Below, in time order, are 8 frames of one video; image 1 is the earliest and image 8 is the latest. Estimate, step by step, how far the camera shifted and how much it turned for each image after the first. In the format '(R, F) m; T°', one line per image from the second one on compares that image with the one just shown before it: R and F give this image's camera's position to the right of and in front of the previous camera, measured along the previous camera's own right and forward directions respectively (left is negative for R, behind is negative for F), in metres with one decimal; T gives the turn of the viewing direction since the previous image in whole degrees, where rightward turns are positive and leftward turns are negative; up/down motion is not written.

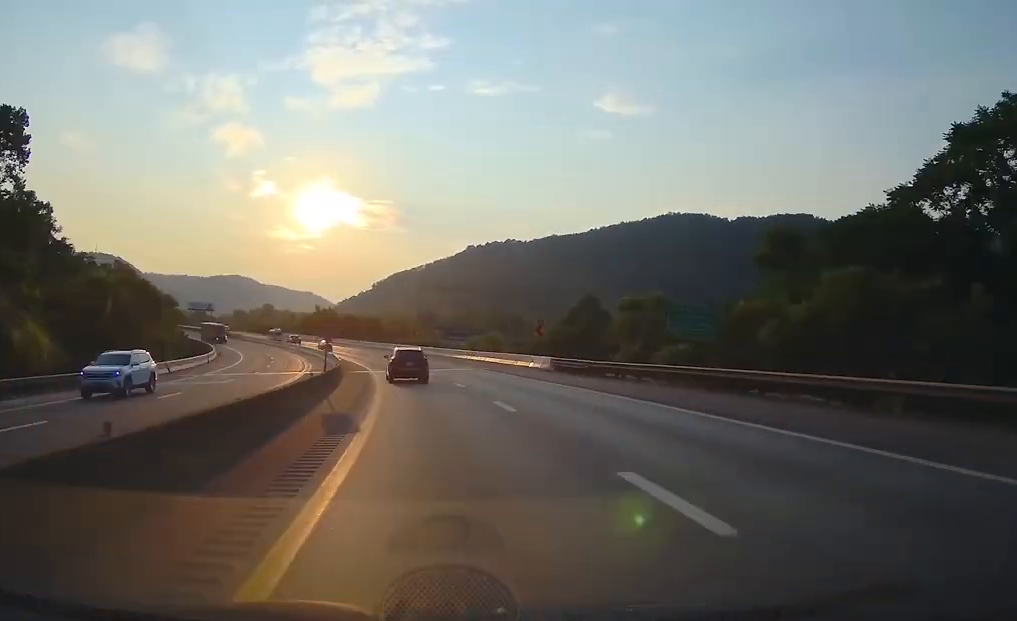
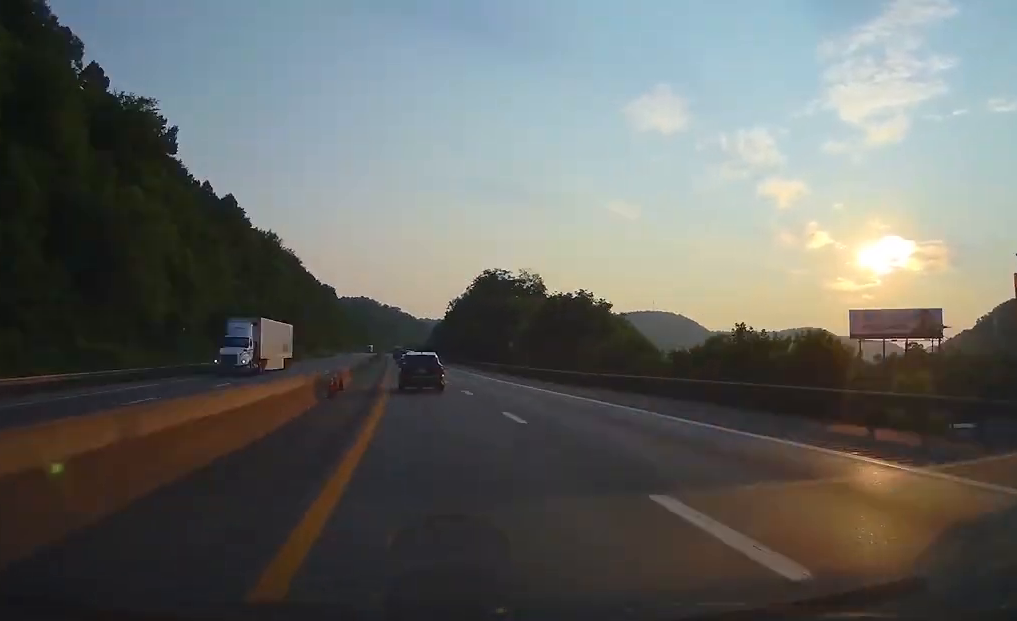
(-101.8, +254.9) m; -37°
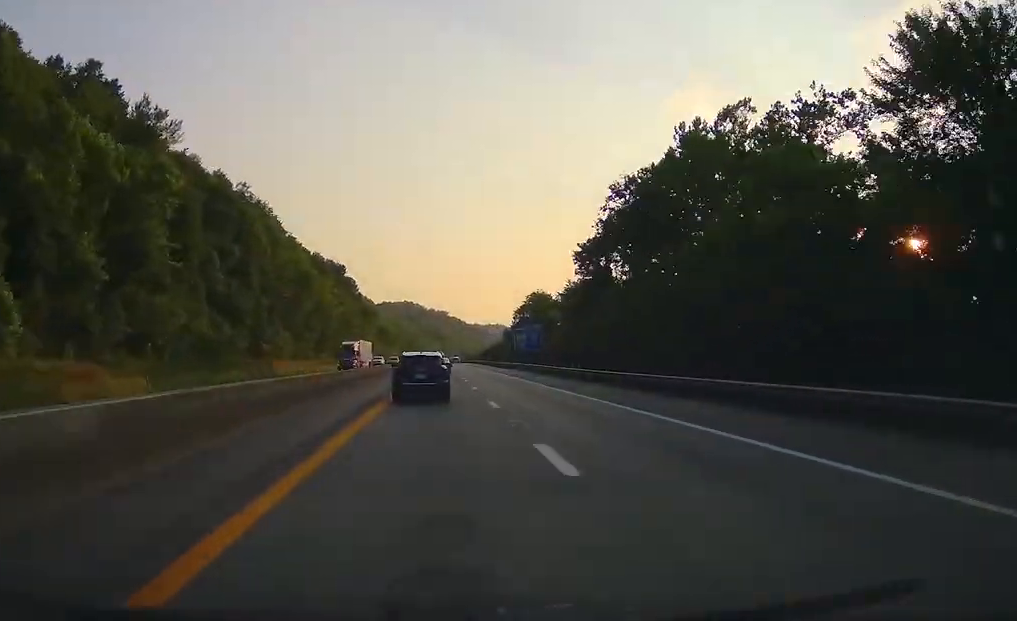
(-8.7, +131.1) m; -4°
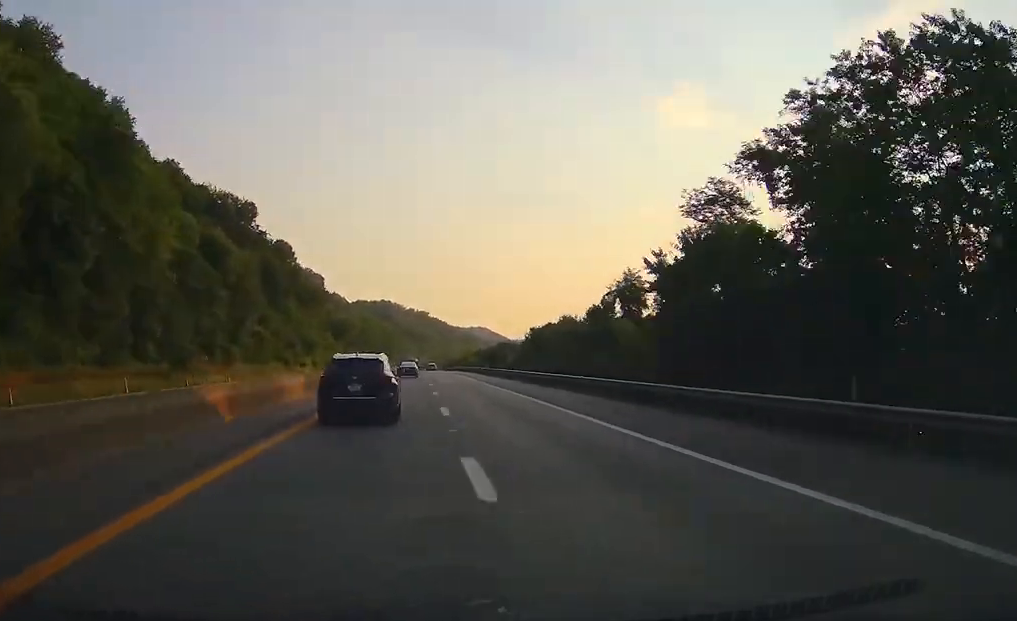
(+0.5, +103.5) m; 0°
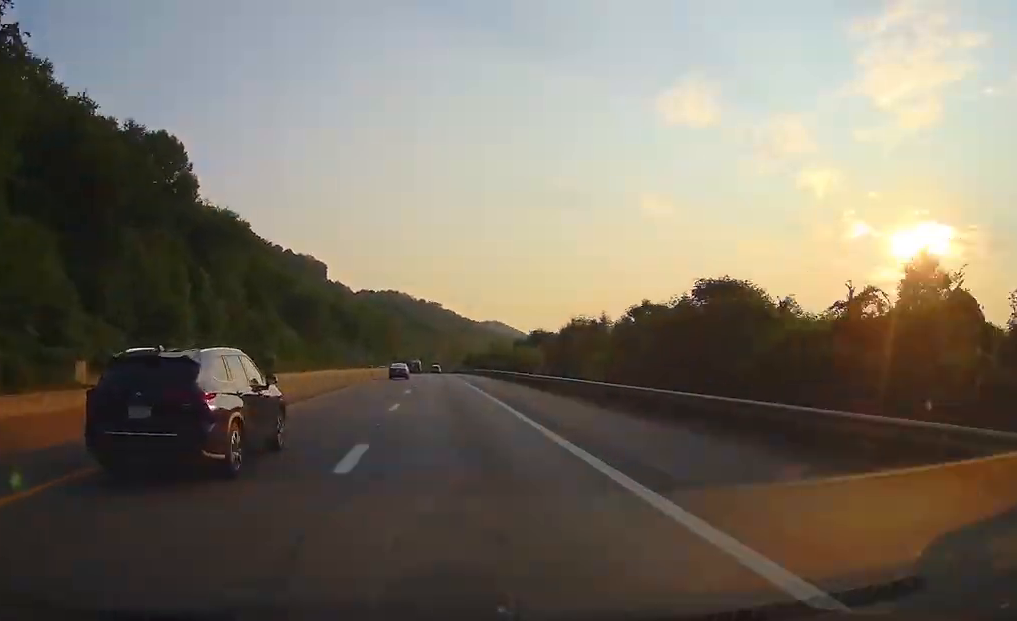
(+0.1, +100.5) m; 0°
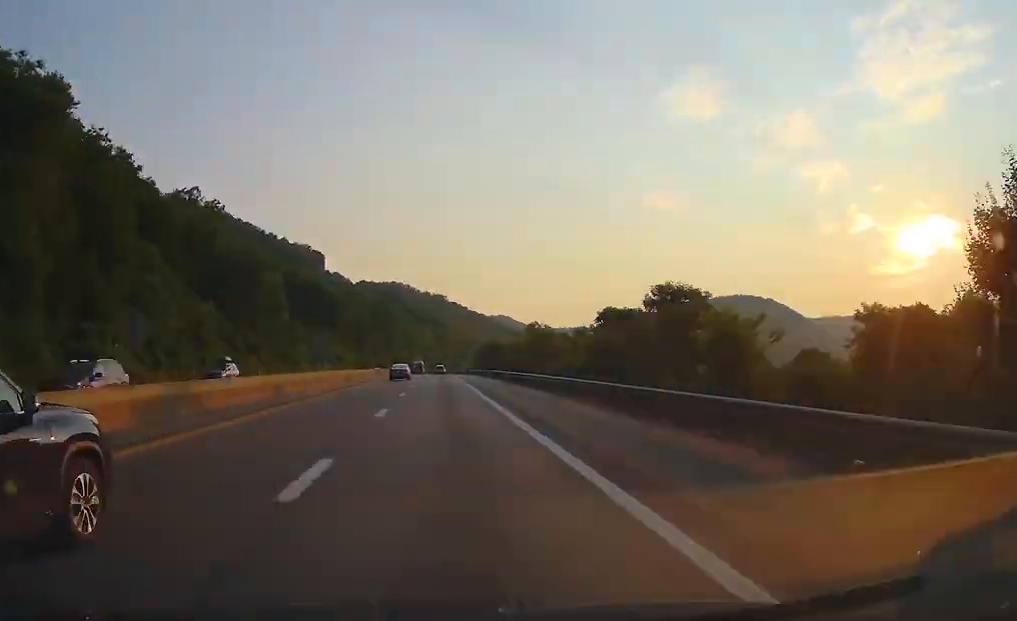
(-0.3, +64.9) m; 0°
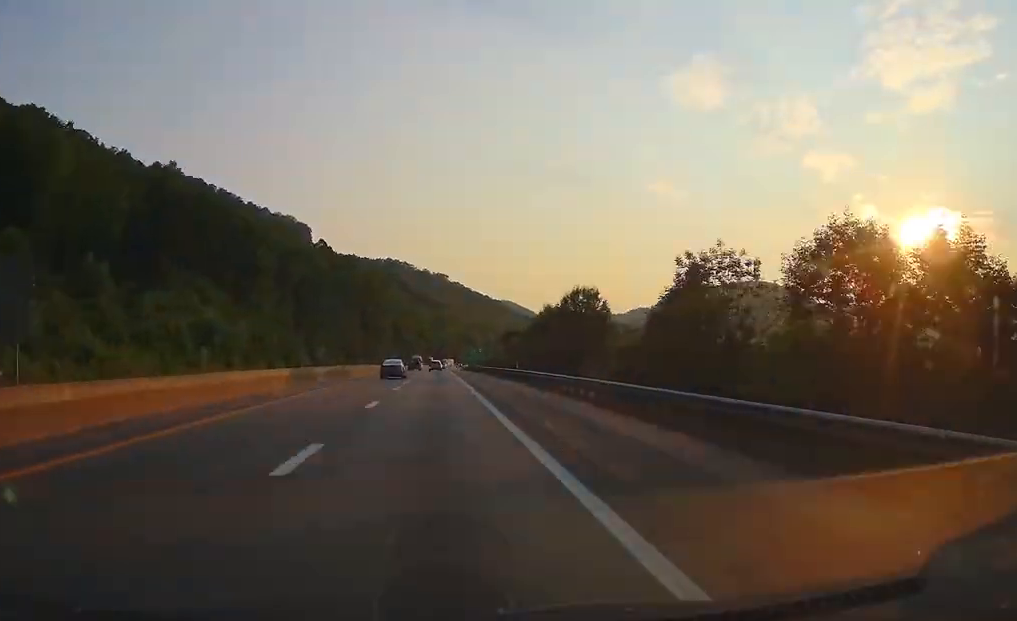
(-0.1, +110.5) m; 0°
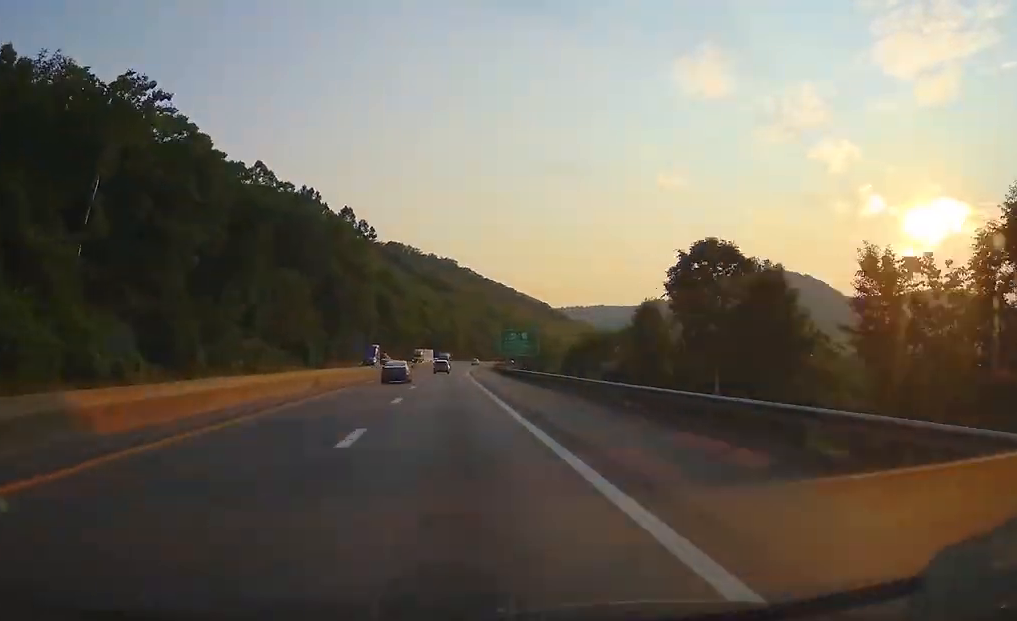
(-0.1, +96.7) m; +1°
